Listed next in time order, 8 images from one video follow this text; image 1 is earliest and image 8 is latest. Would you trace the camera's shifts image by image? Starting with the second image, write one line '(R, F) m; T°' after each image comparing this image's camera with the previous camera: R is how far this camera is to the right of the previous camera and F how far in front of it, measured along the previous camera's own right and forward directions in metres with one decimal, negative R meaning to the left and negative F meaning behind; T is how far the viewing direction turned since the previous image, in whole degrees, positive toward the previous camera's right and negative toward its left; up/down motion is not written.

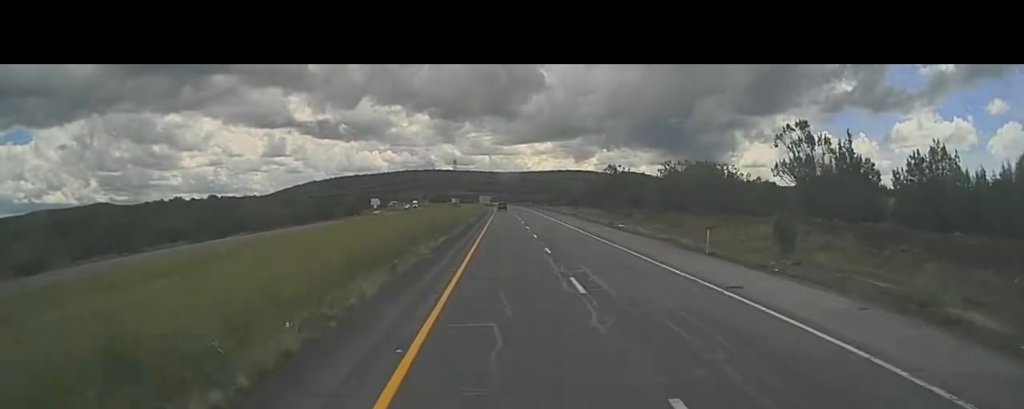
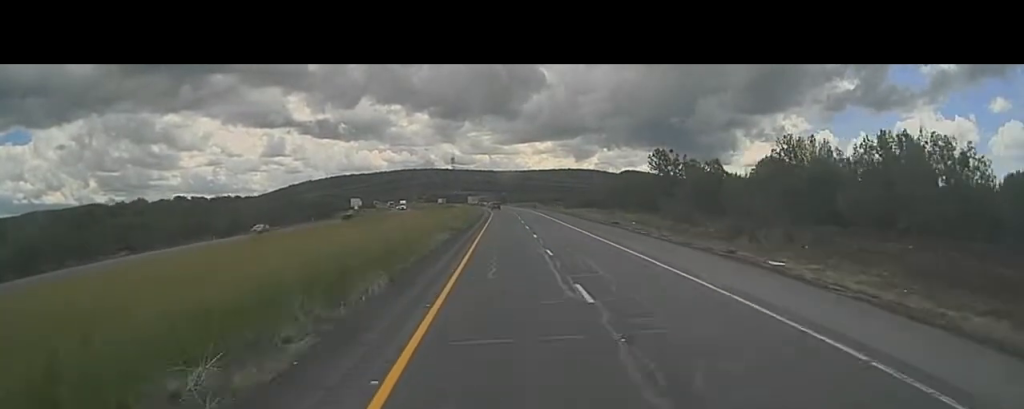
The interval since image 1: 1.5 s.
(-0.2, +37.2) m; 0°
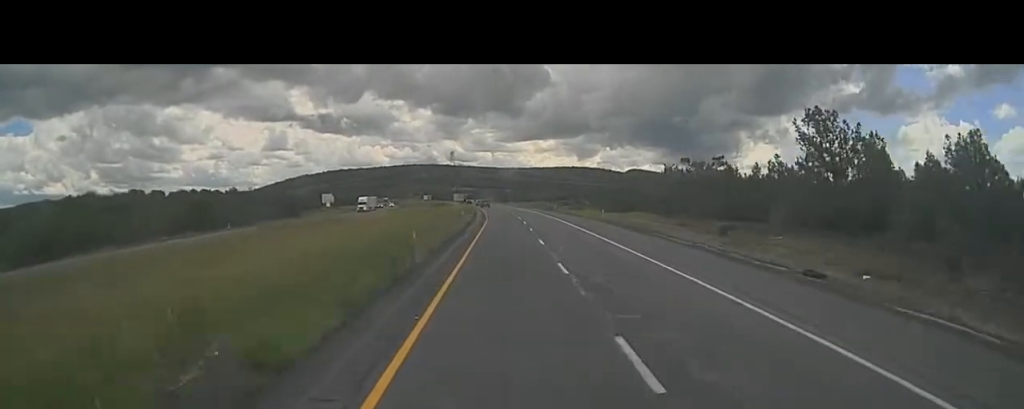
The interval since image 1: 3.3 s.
(+0.1, +43.9) m; 0°
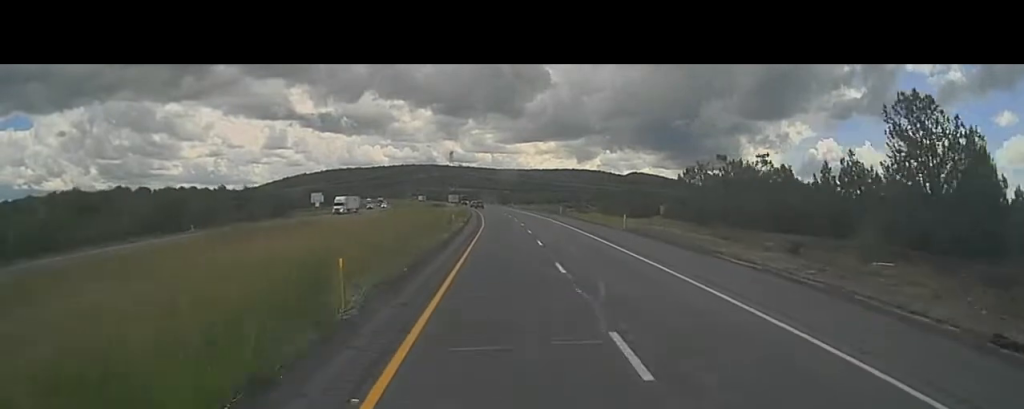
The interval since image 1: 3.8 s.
(+0.1, +11.4) m; 0°
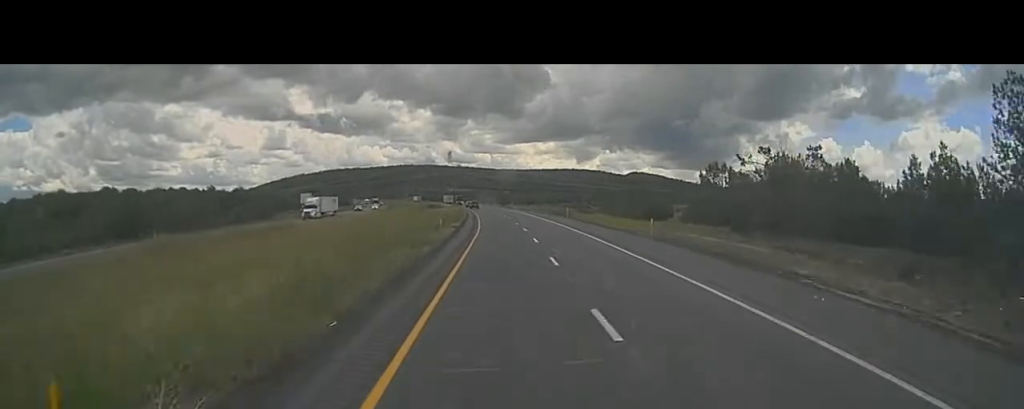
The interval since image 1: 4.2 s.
(0.0, +9.8) m; -1°
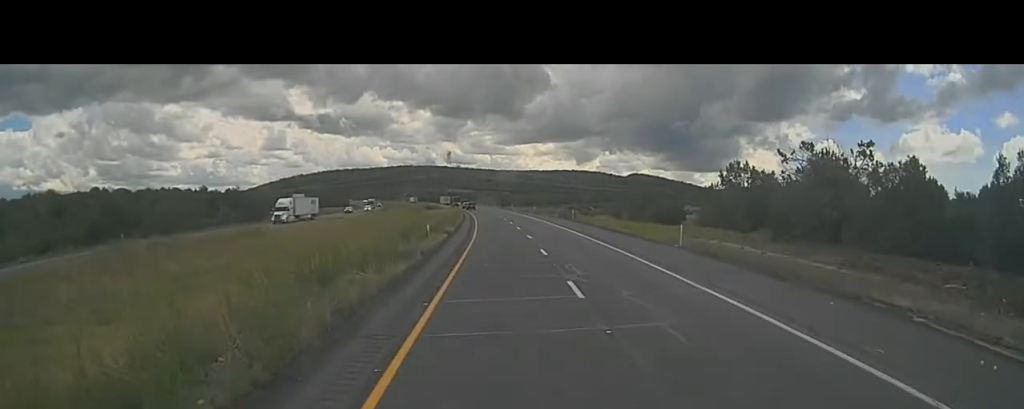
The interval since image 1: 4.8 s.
(+0.1, +14.7) m; -1°
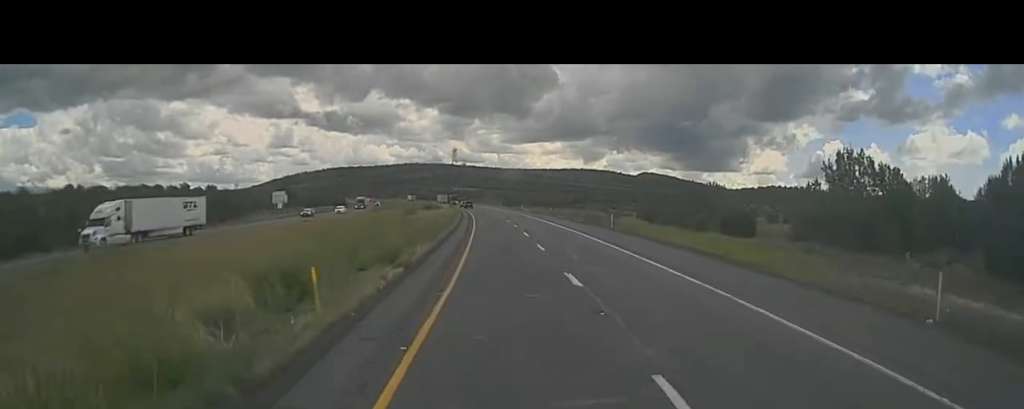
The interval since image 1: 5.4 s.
(-0.4, +15.6) m; 0°
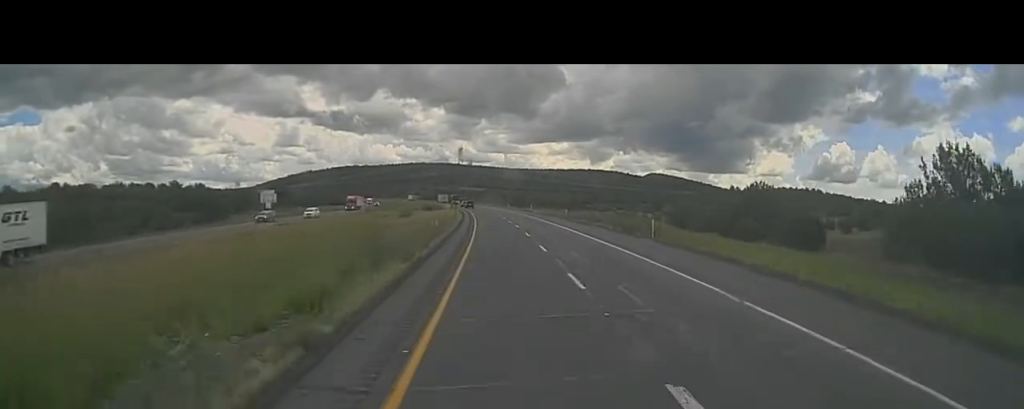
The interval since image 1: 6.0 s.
(-0.2, +13.1) m; 0°
